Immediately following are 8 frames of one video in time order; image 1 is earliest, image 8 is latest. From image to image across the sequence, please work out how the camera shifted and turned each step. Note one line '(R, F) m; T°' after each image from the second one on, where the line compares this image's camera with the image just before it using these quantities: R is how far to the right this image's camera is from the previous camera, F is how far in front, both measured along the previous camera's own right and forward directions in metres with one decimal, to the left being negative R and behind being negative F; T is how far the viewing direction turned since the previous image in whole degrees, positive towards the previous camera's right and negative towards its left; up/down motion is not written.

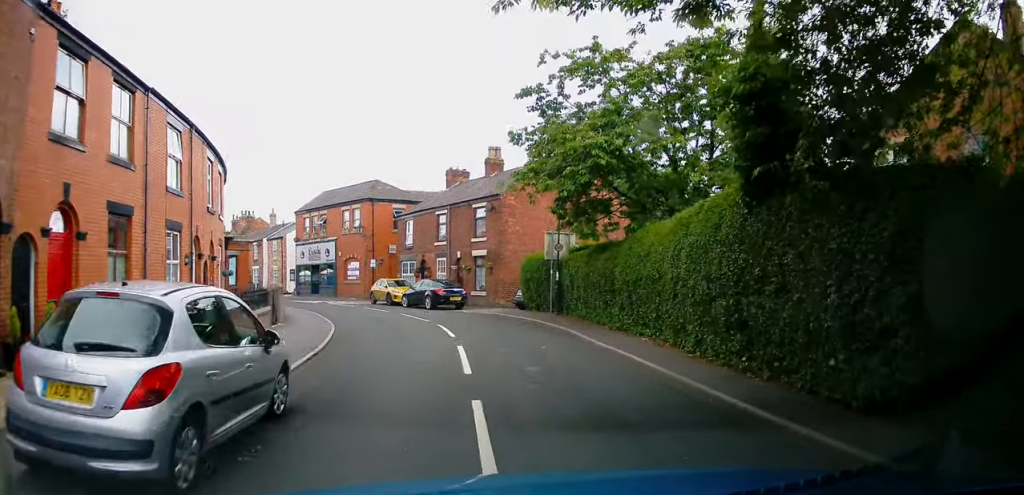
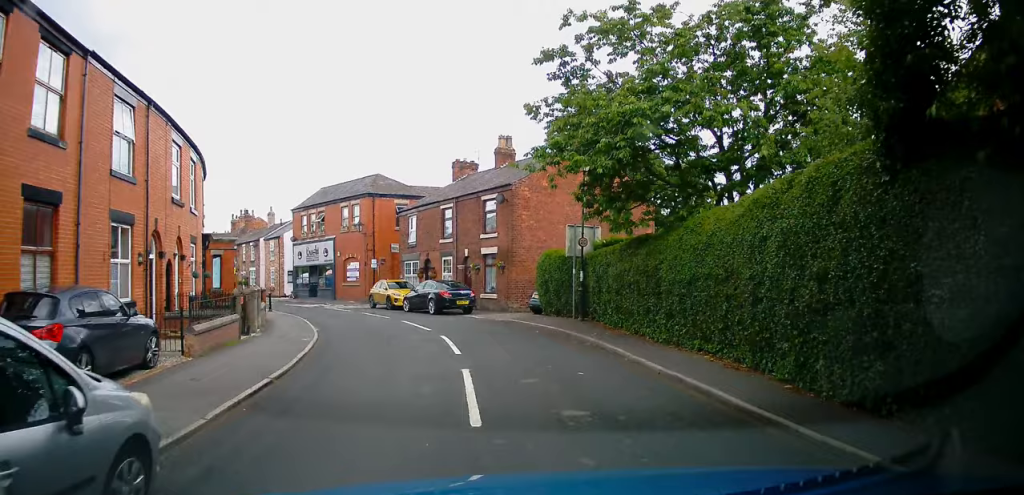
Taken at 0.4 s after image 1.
(-0.1, +3.3) m; -1°
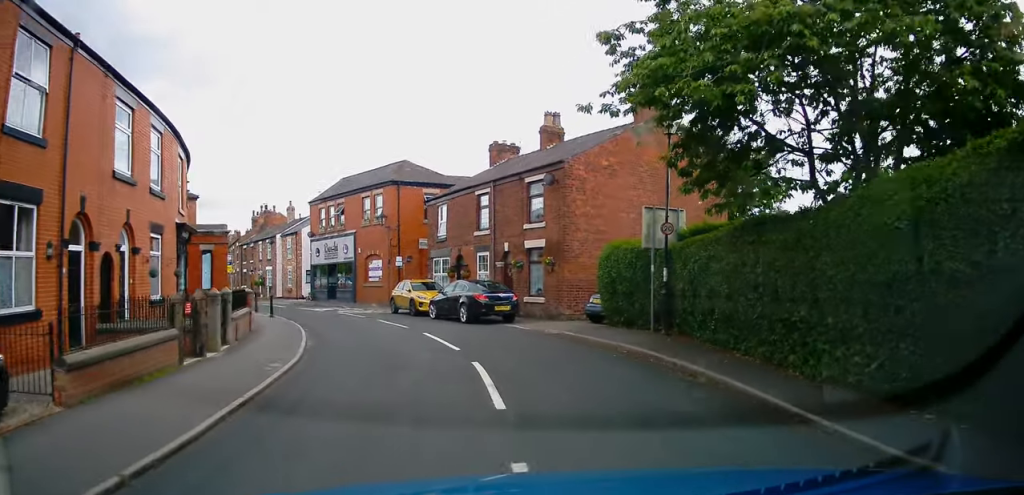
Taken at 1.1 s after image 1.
(-0.1, +5.1) m; -3°
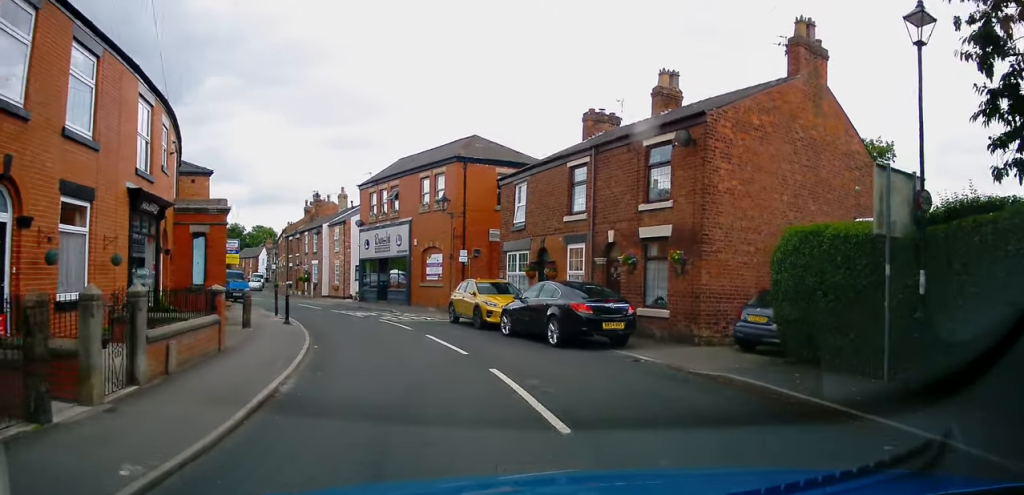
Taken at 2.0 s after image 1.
(0.0, +6.6) m; -6°
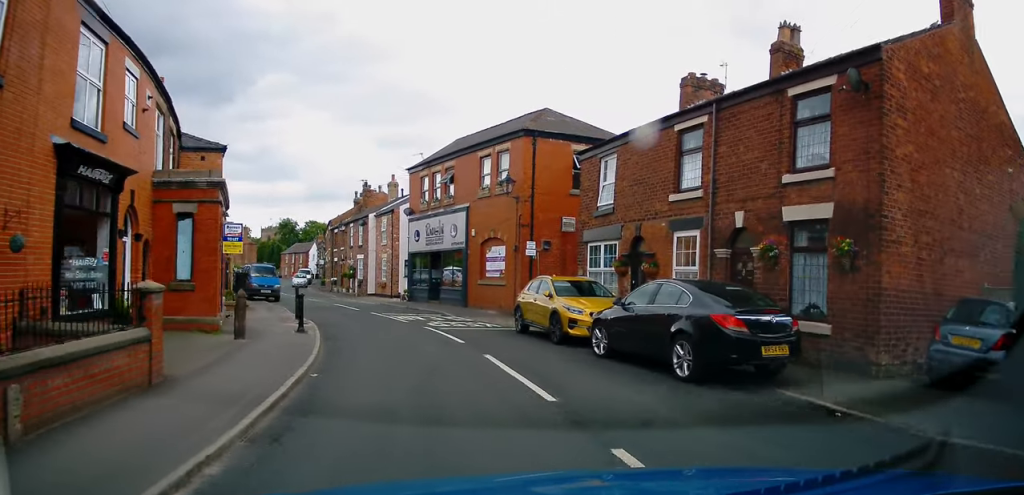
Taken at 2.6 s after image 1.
(-0.5, +4.7) m; -6°
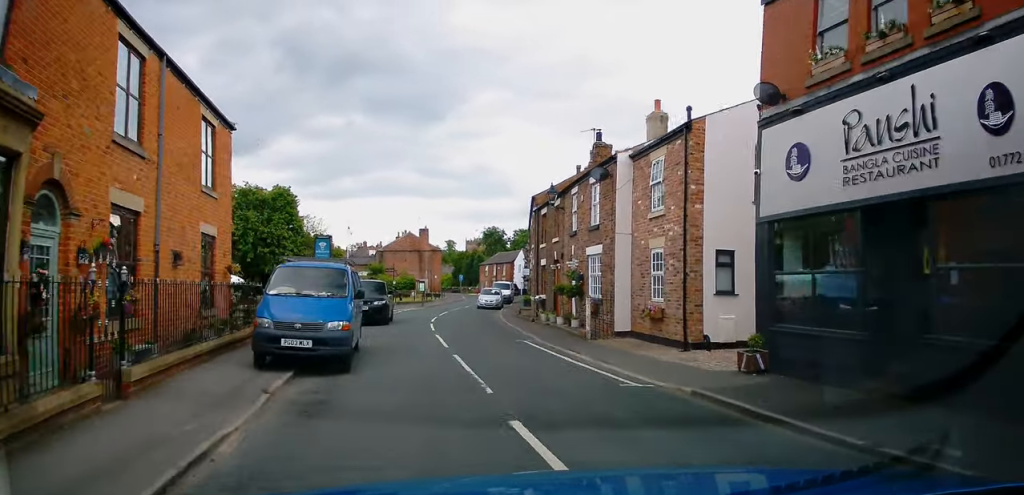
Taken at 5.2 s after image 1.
(-4.2, +21.5) m; -22°
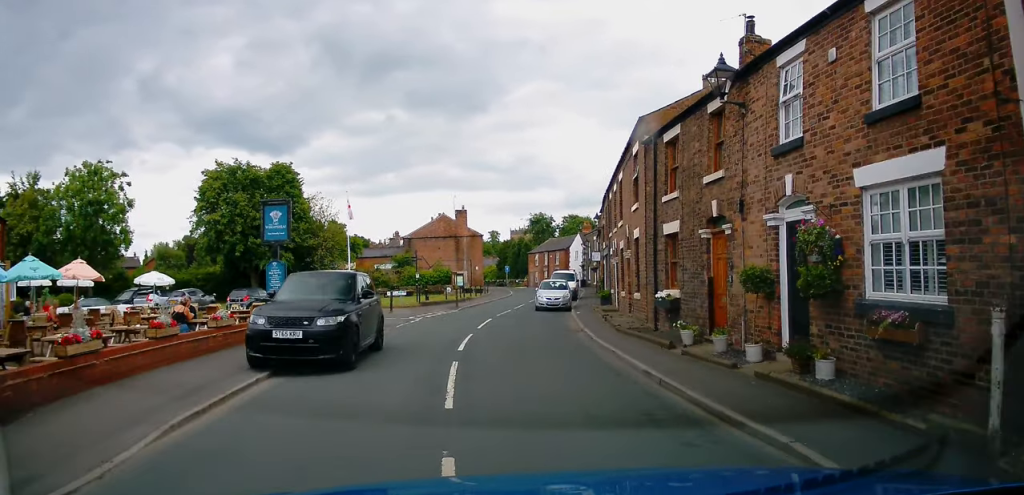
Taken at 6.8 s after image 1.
(-0.9, +12.8) m; -4°
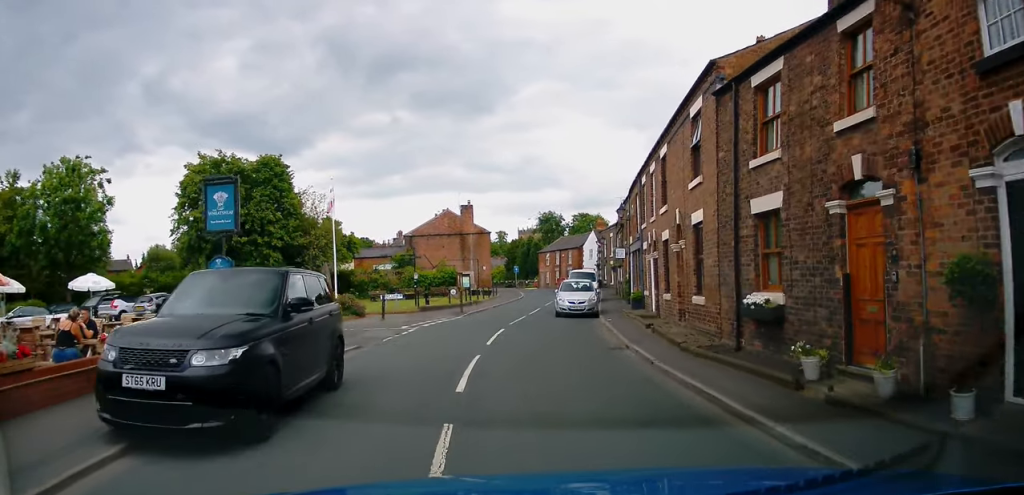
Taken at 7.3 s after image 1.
(0.0, +4.7) m; +1°
